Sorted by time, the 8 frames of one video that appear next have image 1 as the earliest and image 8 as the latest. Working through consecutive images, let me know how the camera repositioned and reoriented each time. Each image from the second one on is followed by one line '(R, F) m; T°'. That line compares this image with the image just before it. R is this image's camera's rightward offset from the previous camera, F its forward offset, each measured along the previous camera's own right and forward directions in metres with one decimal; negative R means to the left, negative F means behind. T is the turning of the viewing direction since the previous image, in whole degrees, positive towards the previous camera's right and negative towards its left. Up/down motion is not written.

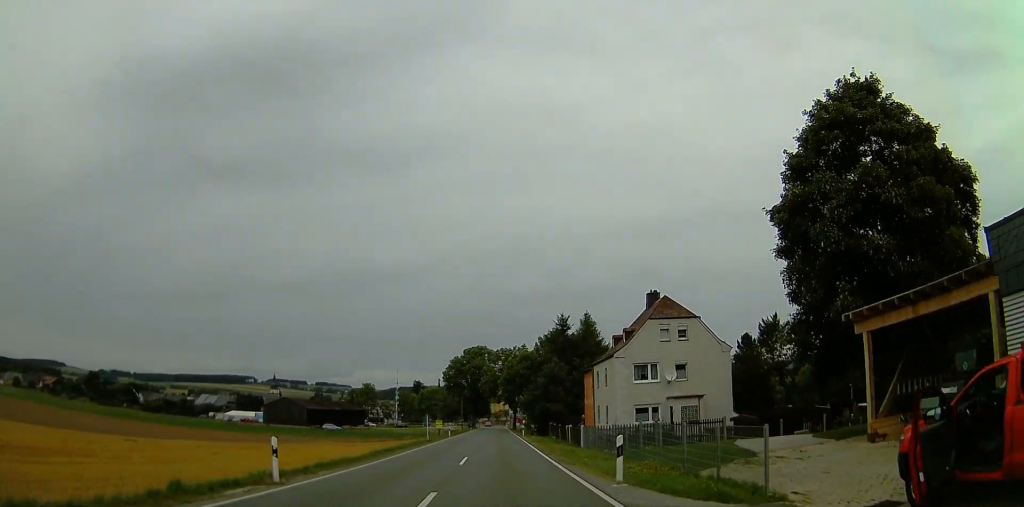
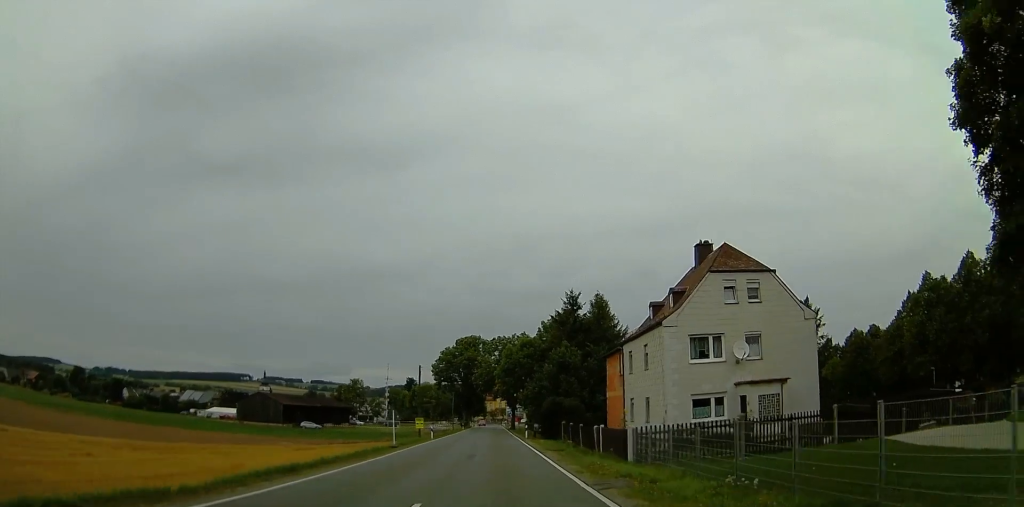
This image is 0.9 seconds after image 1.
(+0.8, +13.4) m; -1°
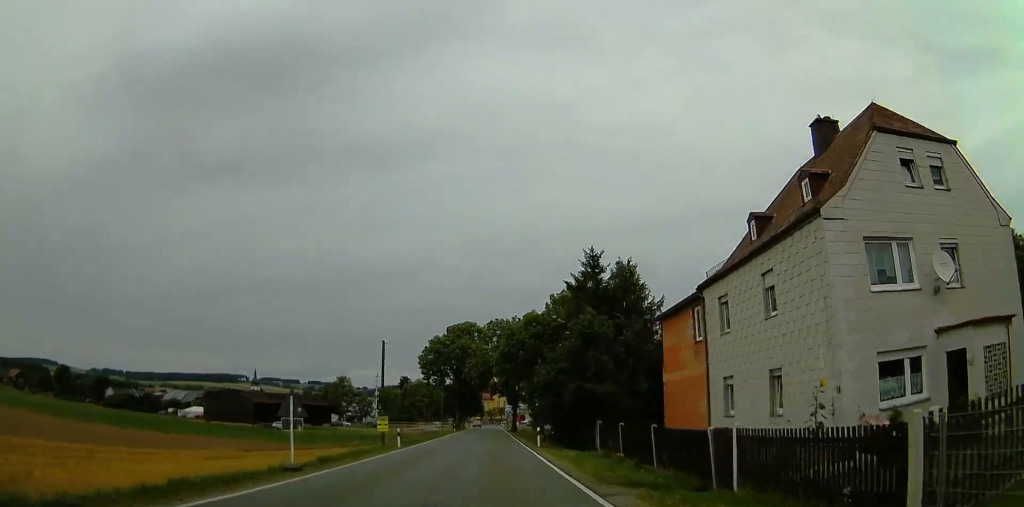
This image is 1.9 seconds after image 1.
(-0.9, +15.7) m; -3°
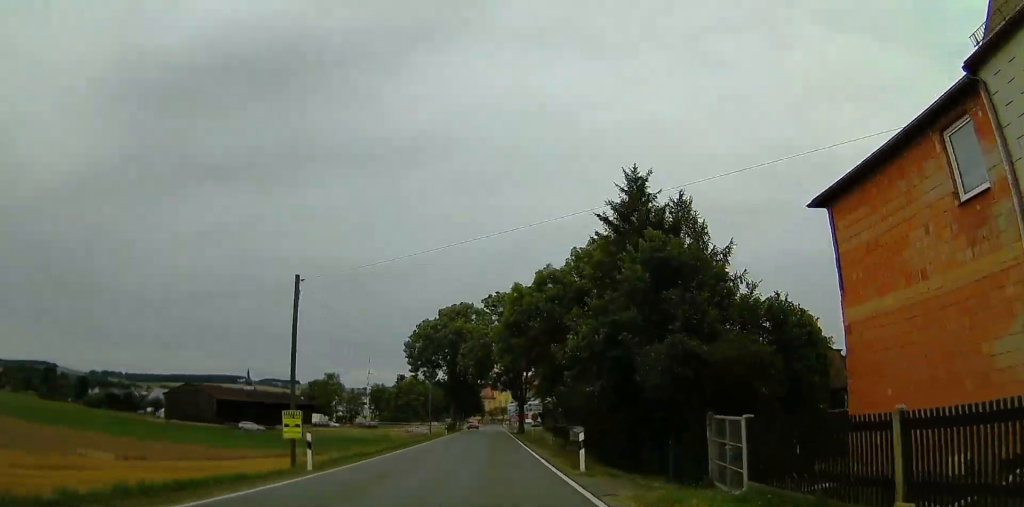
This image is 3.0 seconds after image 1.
(+0.1, +16.5) m; +1°
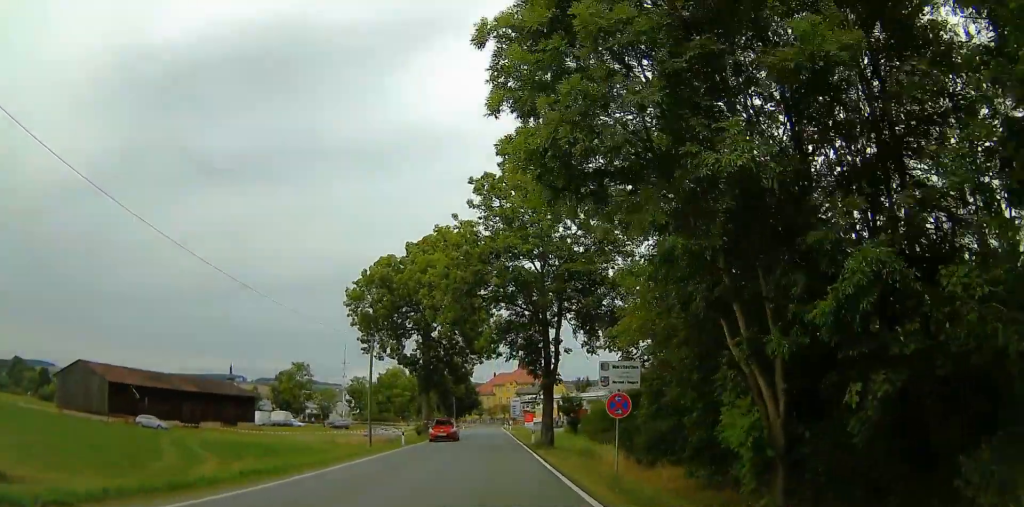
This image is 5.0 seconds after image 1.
(+2.3, +32.0) m; -3°
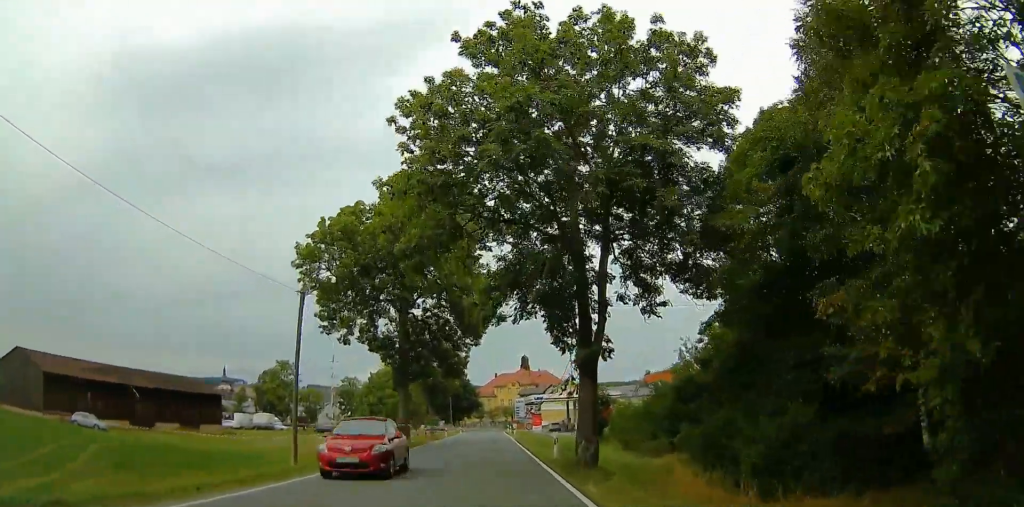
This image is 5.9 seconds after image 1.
(-2.5, +7.1) m; -1°
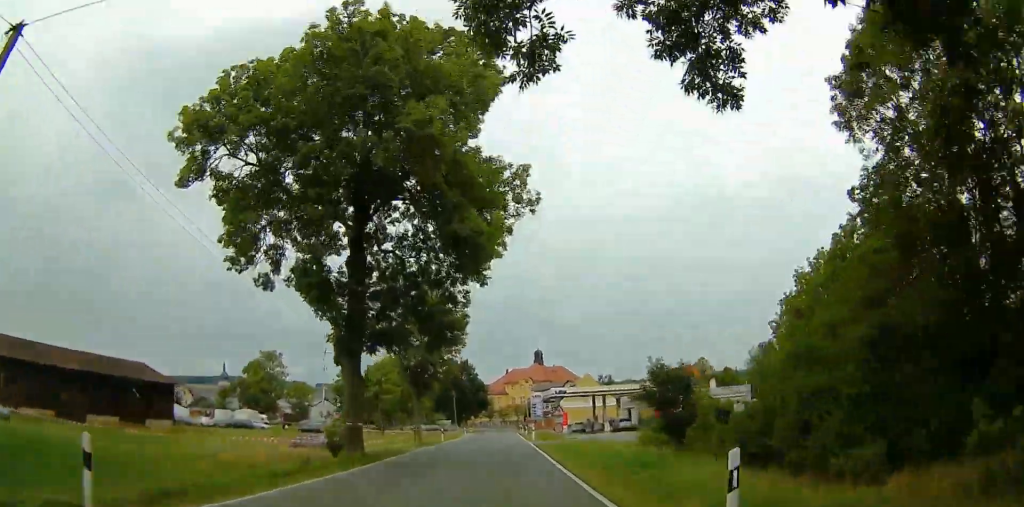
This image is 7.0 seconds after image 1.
(+2.2, +16.6) m; +9°
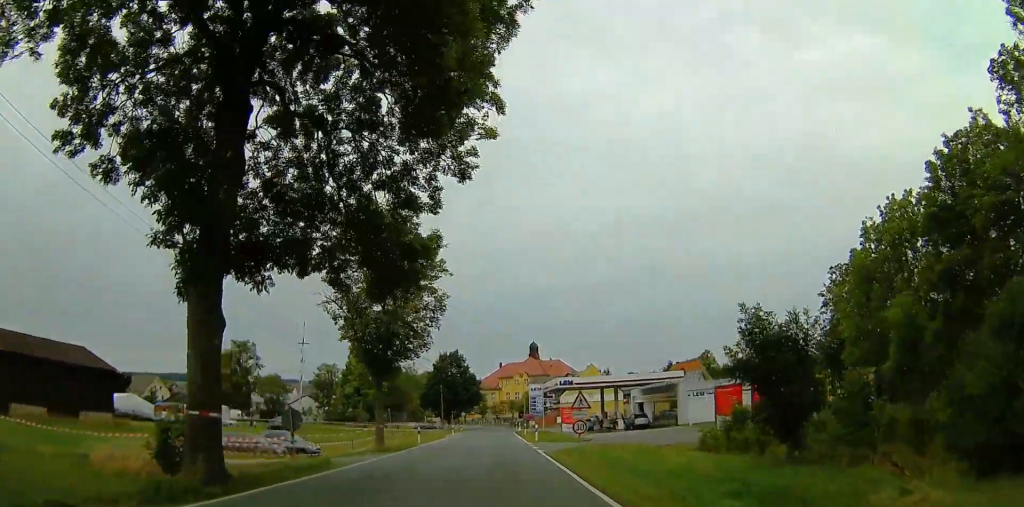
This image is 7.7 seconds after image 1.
(+0.3, +12.2) m; -1°
